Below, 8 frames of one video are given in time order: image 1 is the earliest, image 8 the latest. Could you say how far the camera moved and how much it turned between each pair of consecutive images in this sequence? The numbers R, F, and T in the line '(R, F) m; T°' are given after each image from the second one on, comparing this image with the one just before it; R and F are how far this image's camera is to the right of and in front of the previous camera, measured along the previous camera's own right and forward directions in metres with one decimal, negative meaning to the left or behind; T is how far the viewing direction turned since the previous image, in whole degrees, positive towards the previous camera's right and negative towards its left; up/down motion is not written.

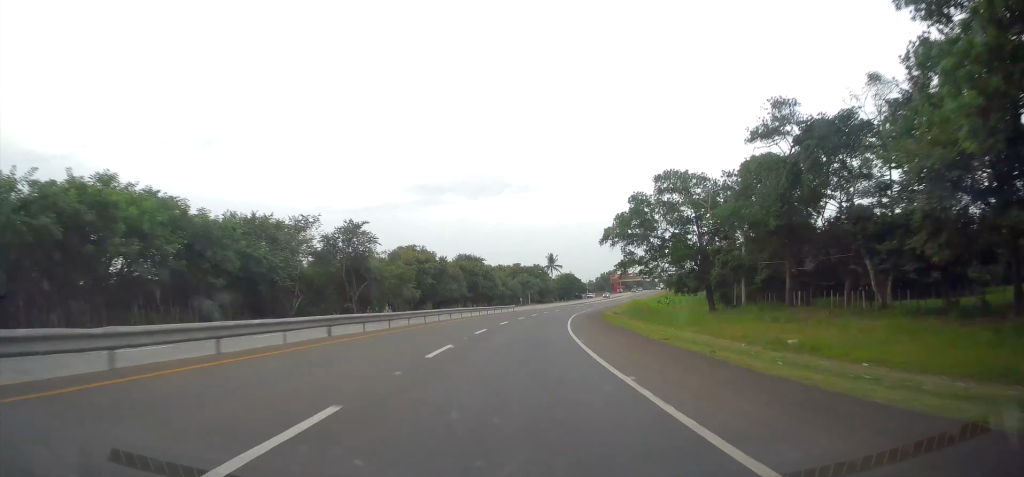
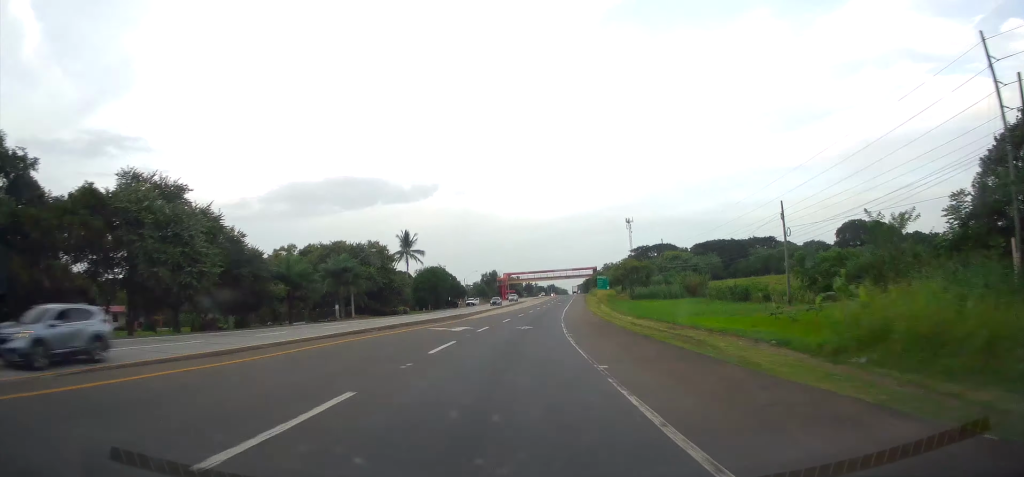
(+6.2, +83.6) m; +10°
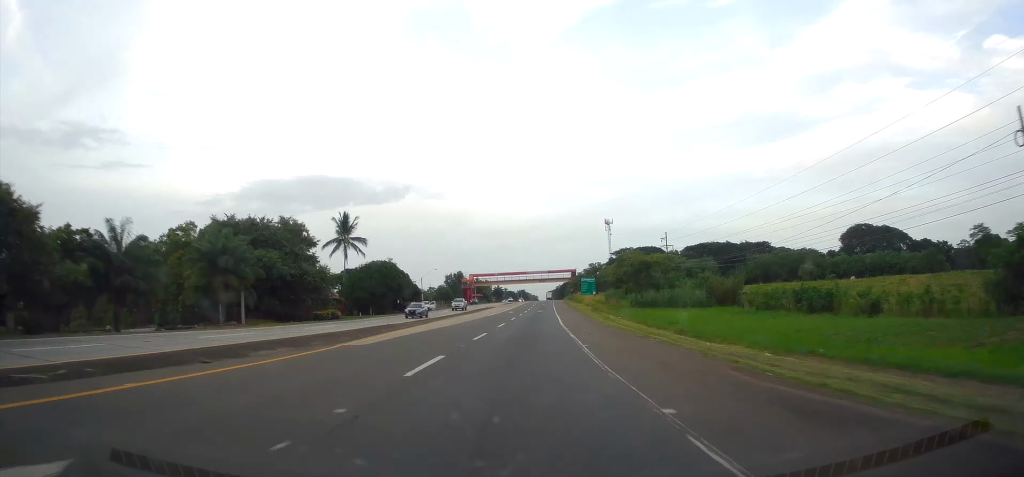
(+1.3, +26.6) m; +3°
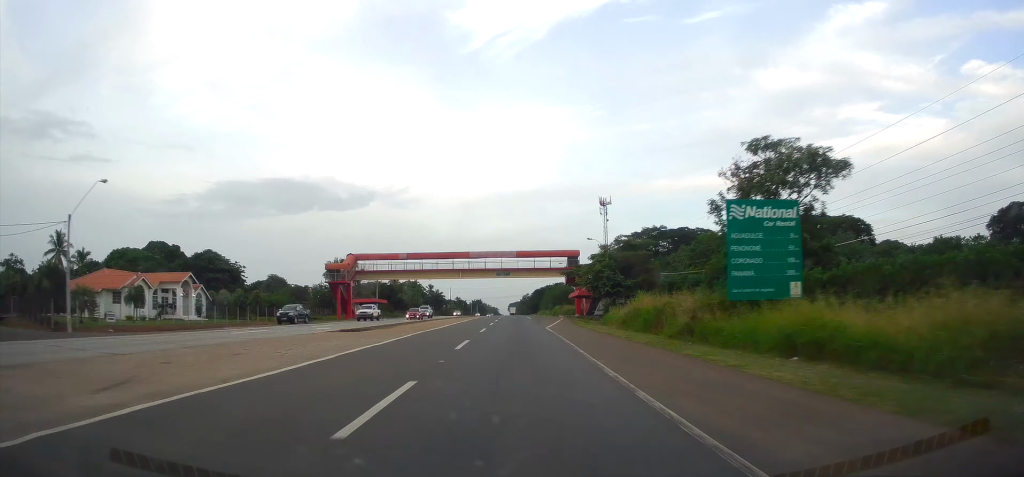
(+7.1, +104.1) m; +5°
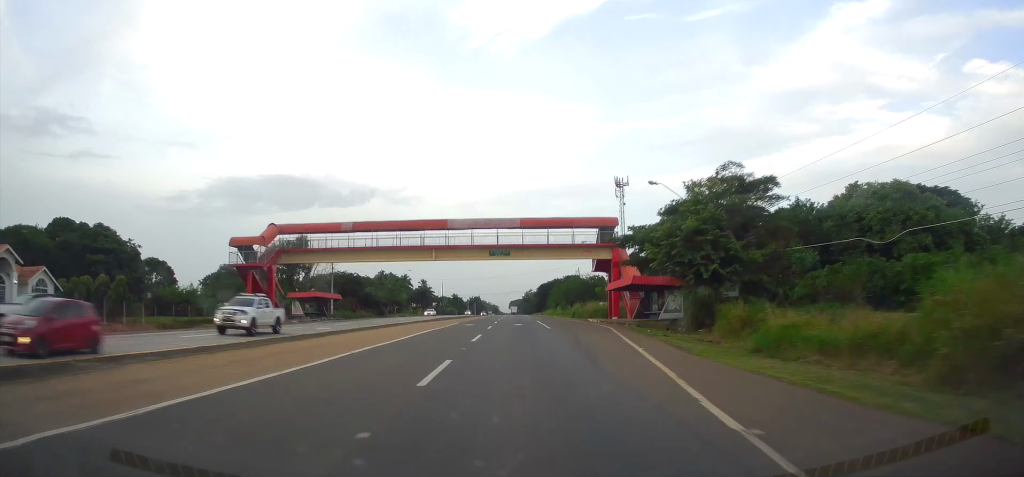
(0.0, +30.9) m; 0°
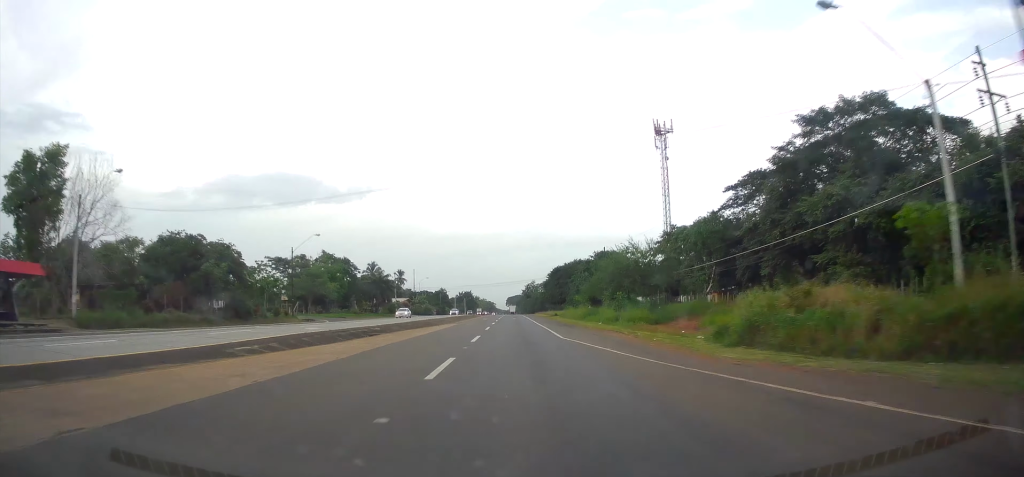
(+0.3, +56.8) m; 0°
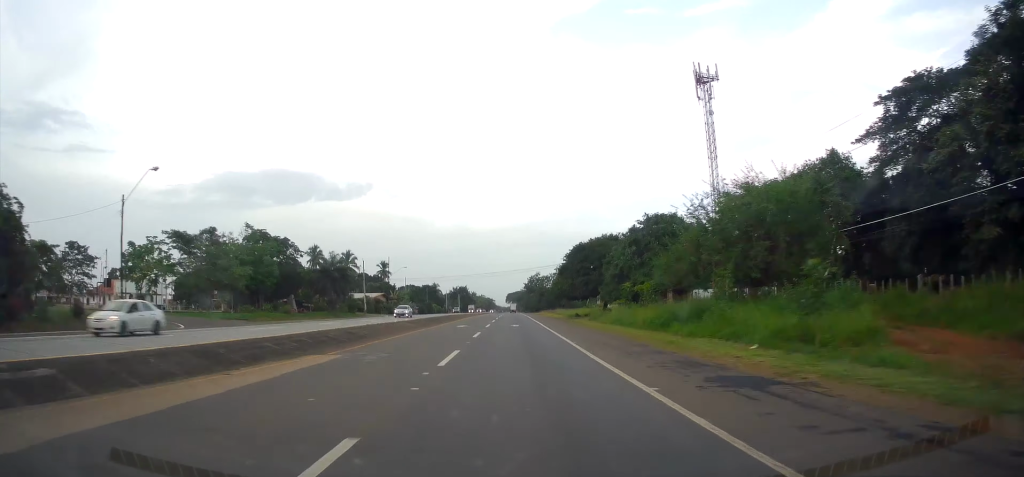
(0.0, +32.6) m; 0°
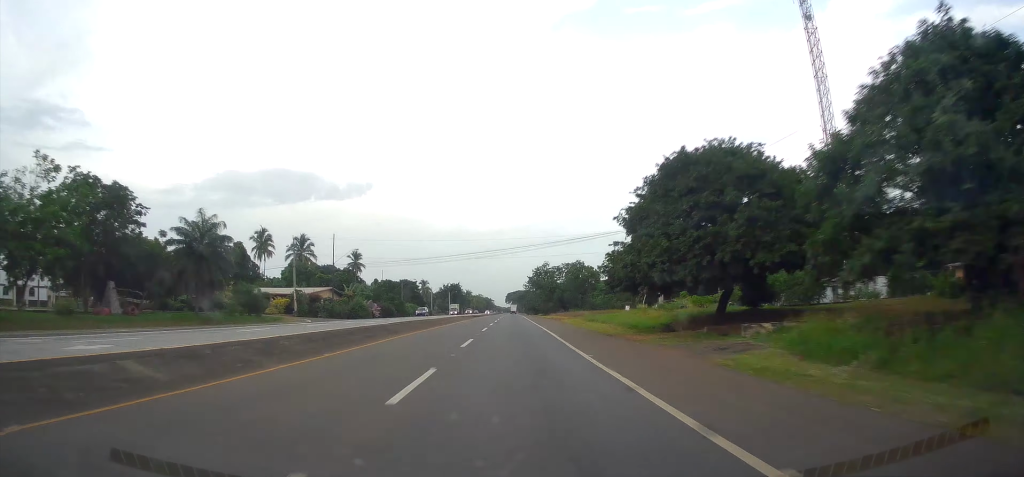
(-0.1, +38.7) m; 0°
